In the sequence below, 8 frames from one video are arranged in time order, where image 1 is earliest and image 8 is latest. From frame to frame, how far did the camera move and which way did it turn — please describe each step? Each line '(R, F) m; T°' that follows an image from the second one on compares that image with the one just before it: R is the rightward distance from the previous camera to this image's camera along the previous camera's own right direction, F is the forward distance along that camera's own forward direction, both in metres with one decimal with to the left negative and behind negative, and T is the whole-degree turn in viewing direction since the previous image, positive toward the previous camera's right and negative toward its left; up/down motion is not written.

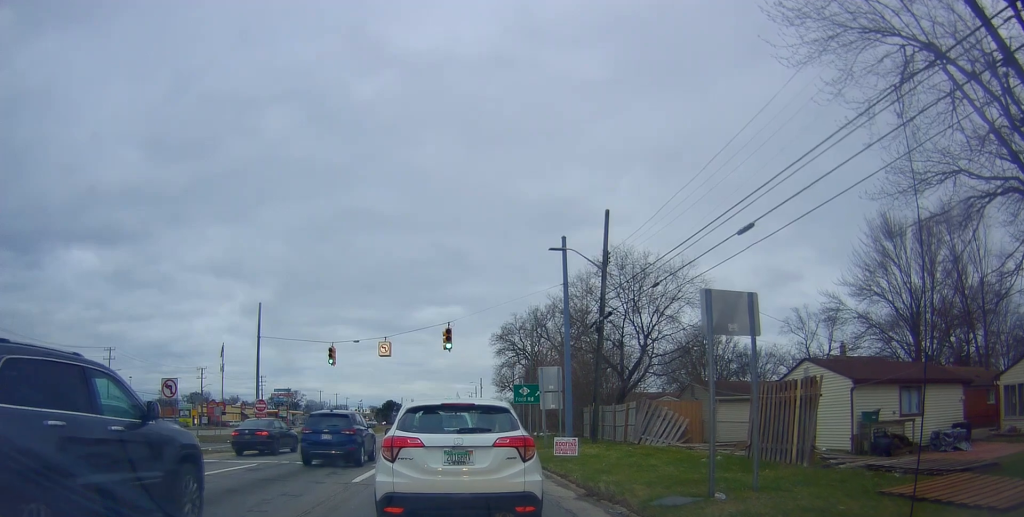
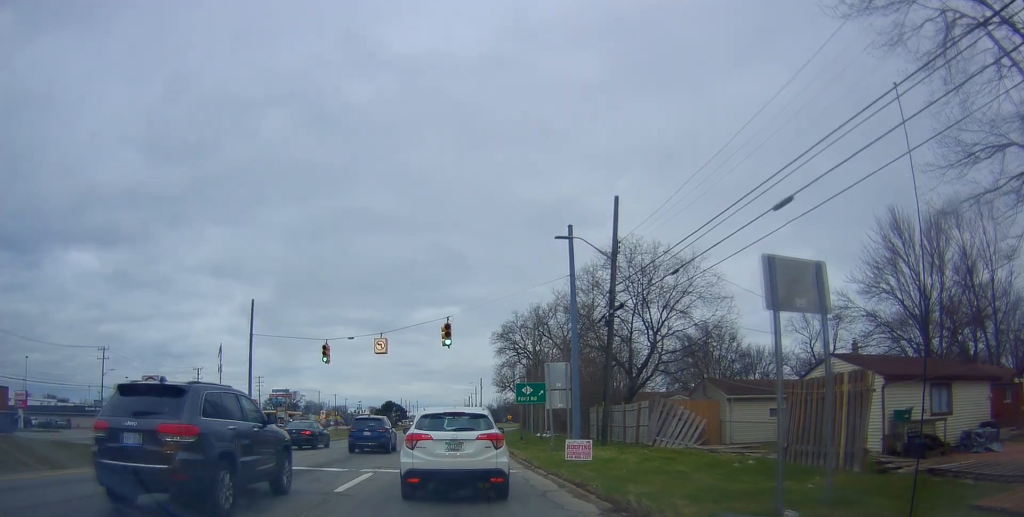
(0.0, +0.2) m; 0°
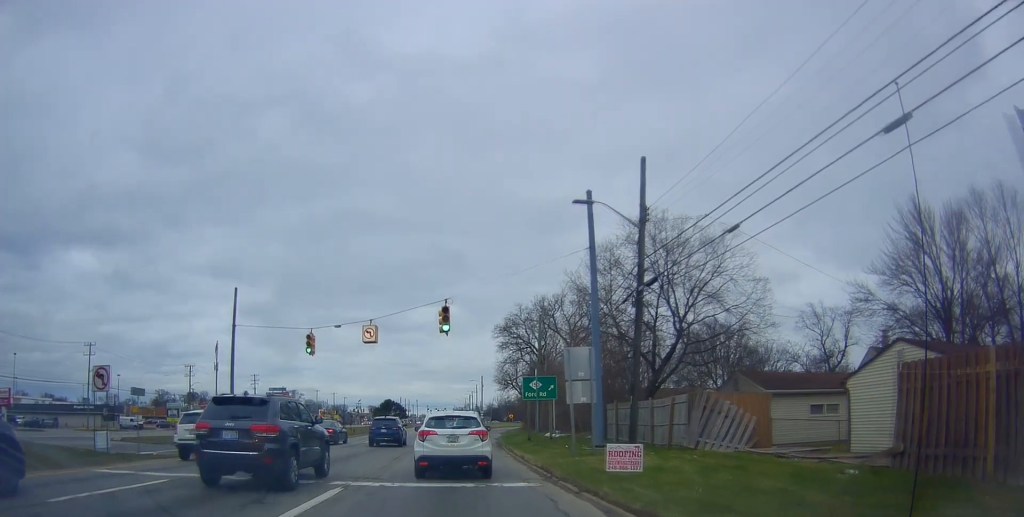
(0.0, +0.7) m; 0°
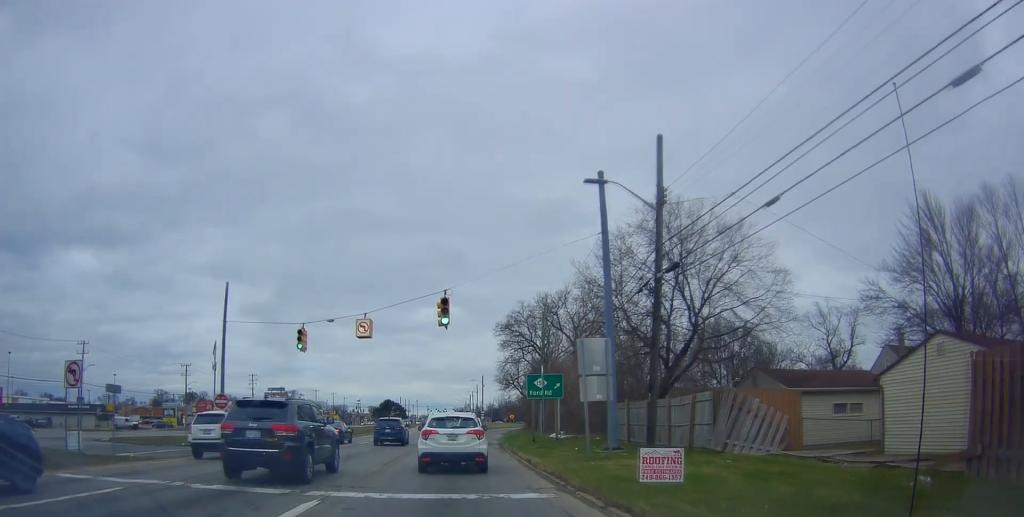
(0.0, +0.5) m; 0°
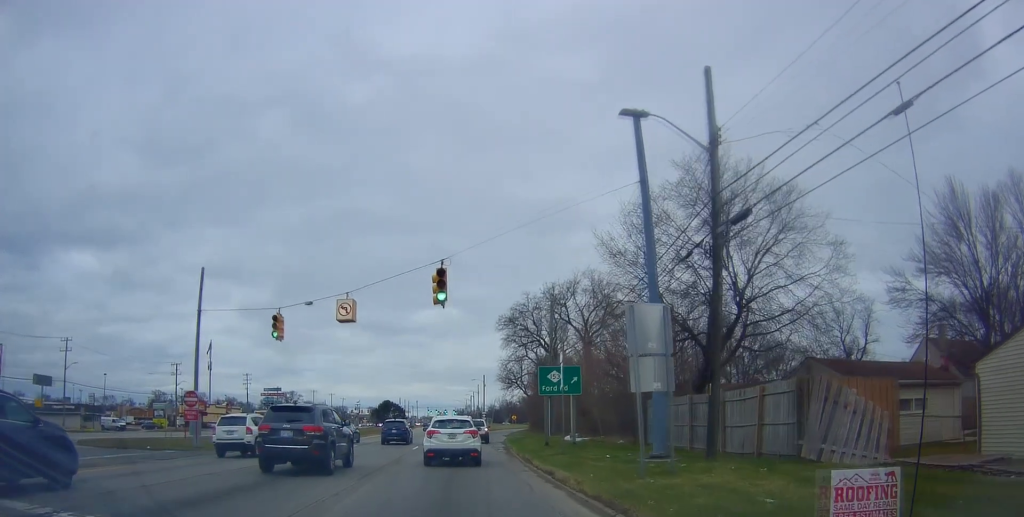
(0.0, +1.8) m; 0°
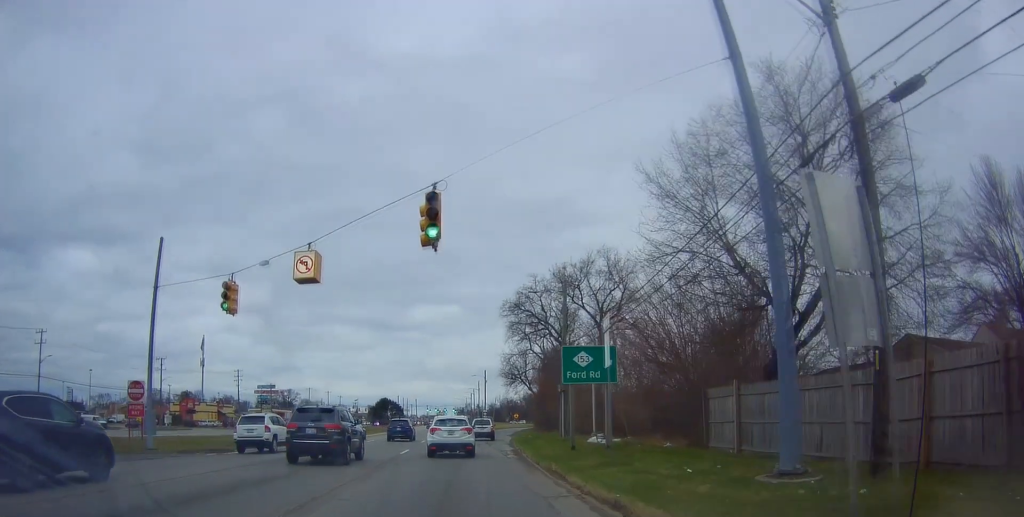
(0.0, +3.0) m; 0°
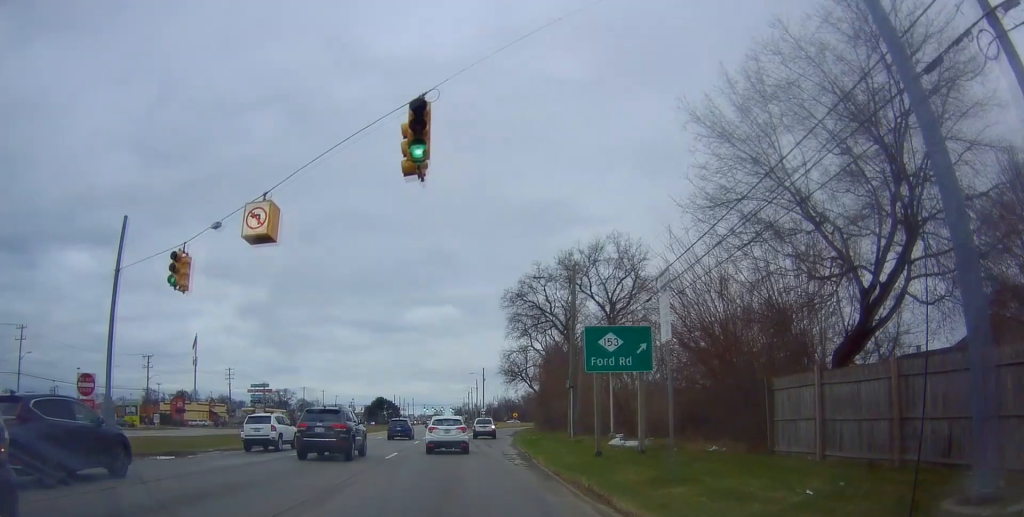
(0.0, +2.1) m; 0°
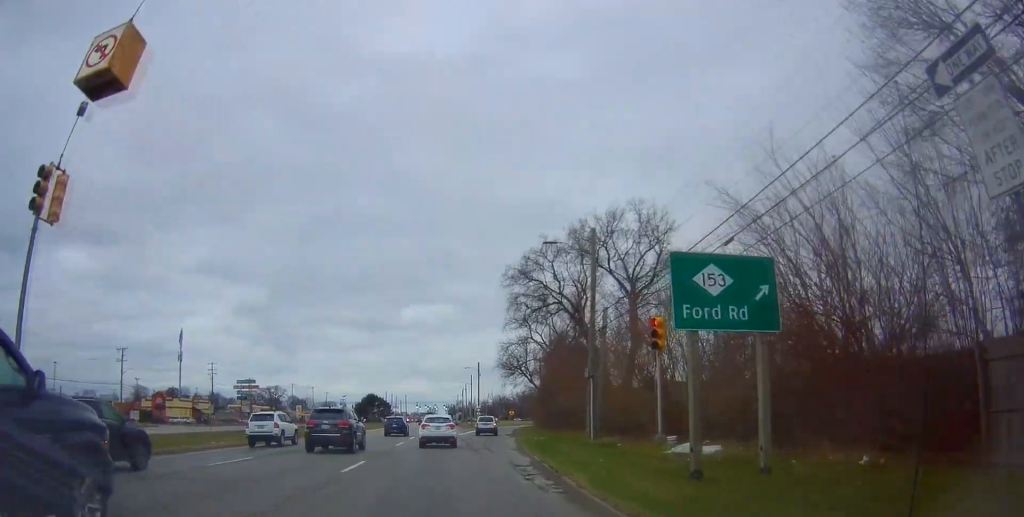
(0.0, +4.5) m; 0°
